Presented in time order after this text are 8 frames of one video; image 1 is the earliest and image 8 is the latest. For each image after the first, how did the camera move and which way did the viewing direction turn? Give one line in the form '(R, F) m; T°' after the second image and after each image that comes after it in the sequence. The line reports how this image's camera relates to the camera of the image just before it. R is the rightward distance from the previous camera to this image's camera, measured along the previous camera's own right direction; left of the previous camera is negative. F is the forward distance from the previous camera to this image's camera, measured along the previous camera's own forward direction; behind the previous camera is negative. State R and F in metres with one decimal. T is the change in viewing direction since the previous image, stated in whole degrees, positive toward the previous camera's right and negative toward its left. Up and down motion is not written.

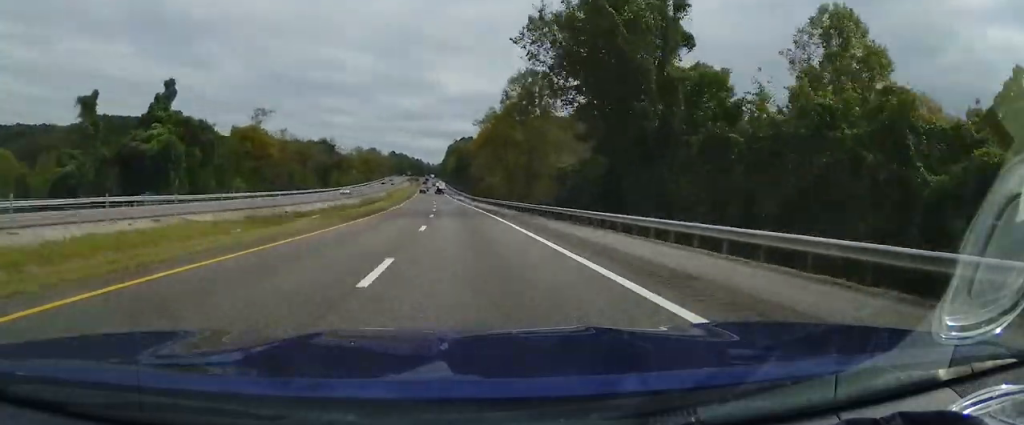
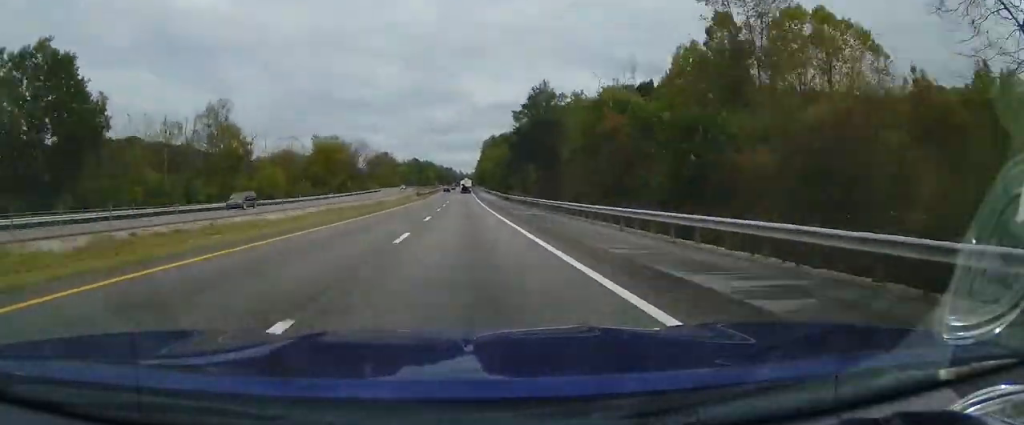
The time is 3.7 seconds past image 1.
(-3.8, +141.5) m; -3°
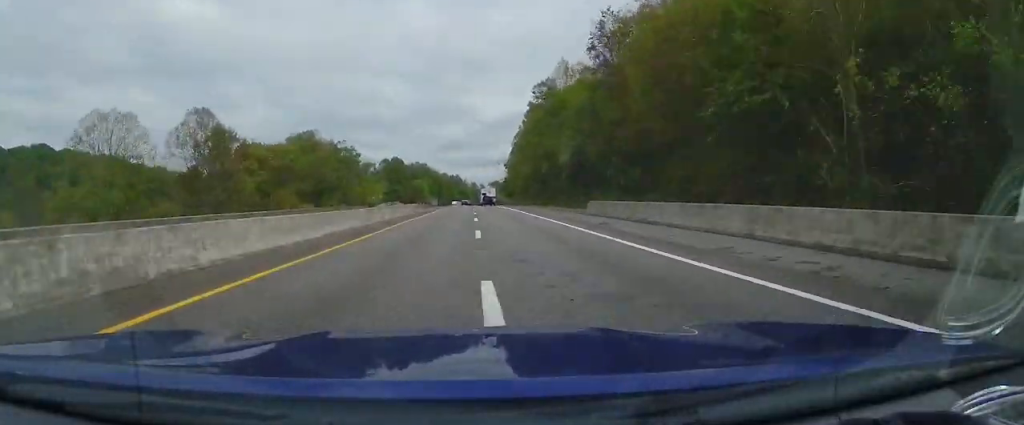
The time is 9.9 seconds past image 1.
(-6.0, +206.9) m; -1°
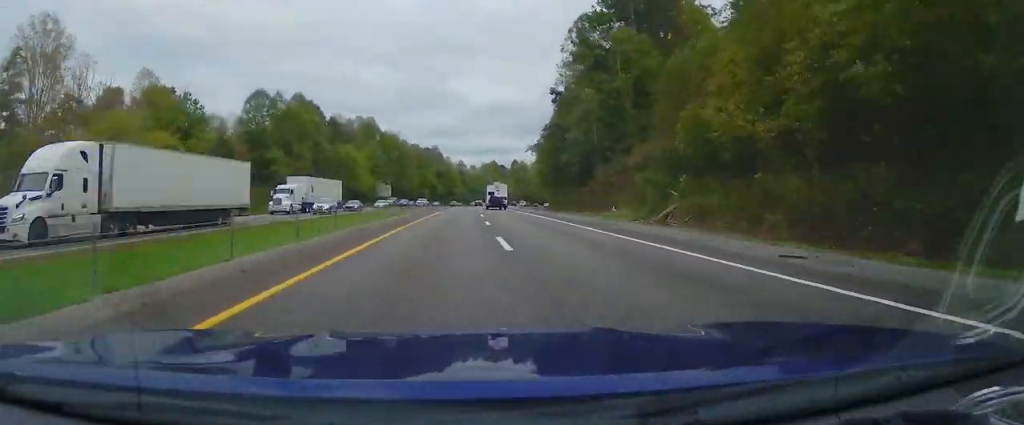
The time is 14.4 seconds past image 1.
(+2.0, +147.2) m; +4°
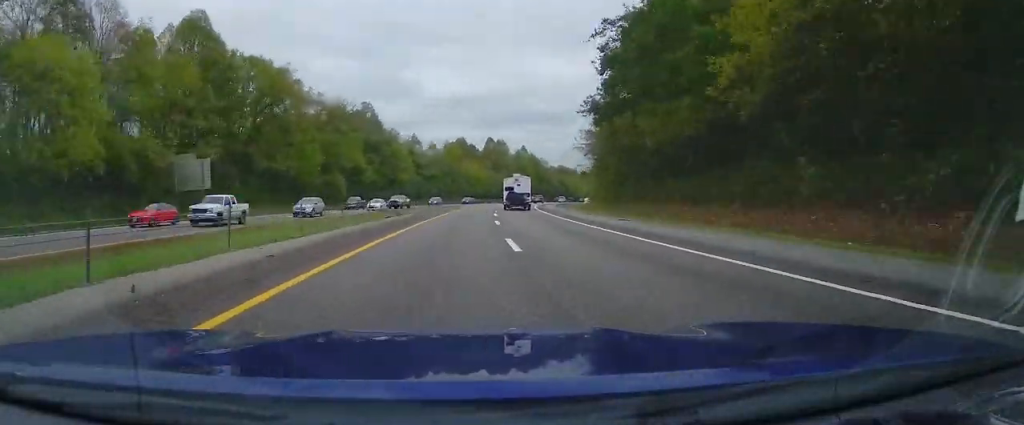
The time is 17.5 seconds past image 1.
(+5.2, +94.0) m; +7°
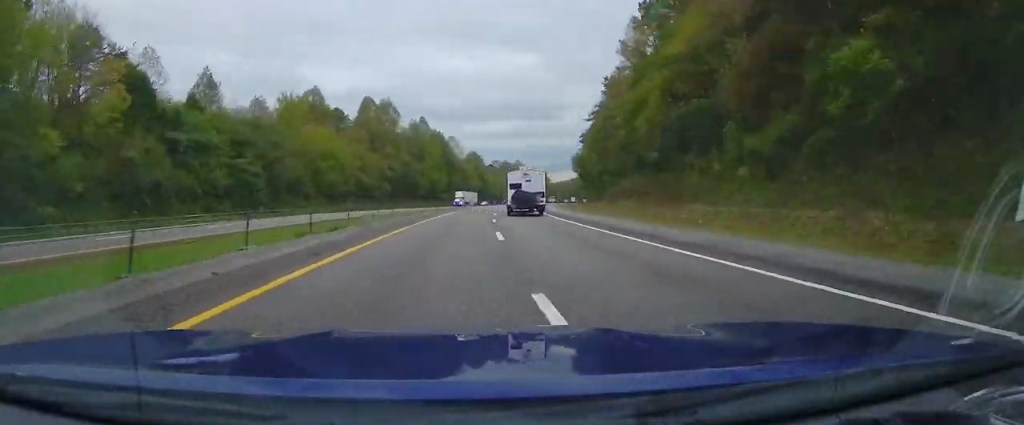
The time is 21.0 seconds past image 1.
(+7.9, +100.7) m; +9°
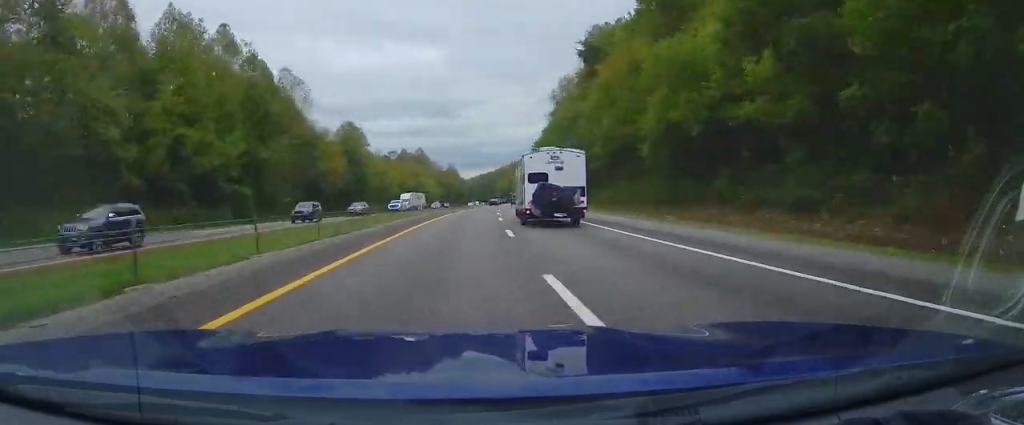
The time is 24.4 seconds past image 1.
(+8.8, +111.9) m; +7°
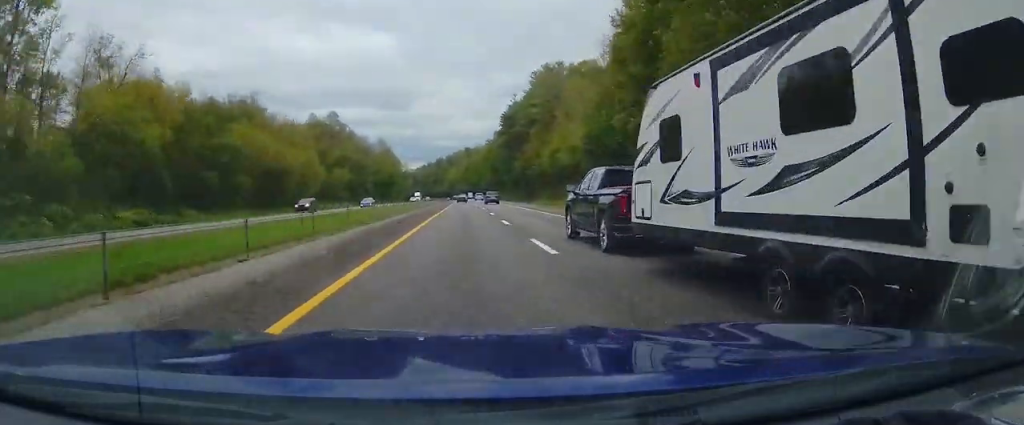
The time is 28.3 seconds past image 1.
(+6.2, +137.4) m; +3°
